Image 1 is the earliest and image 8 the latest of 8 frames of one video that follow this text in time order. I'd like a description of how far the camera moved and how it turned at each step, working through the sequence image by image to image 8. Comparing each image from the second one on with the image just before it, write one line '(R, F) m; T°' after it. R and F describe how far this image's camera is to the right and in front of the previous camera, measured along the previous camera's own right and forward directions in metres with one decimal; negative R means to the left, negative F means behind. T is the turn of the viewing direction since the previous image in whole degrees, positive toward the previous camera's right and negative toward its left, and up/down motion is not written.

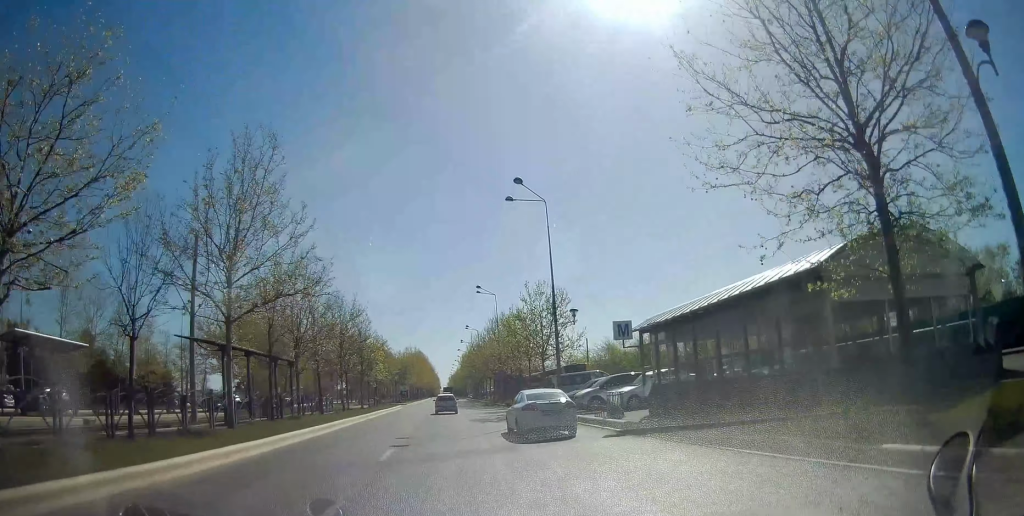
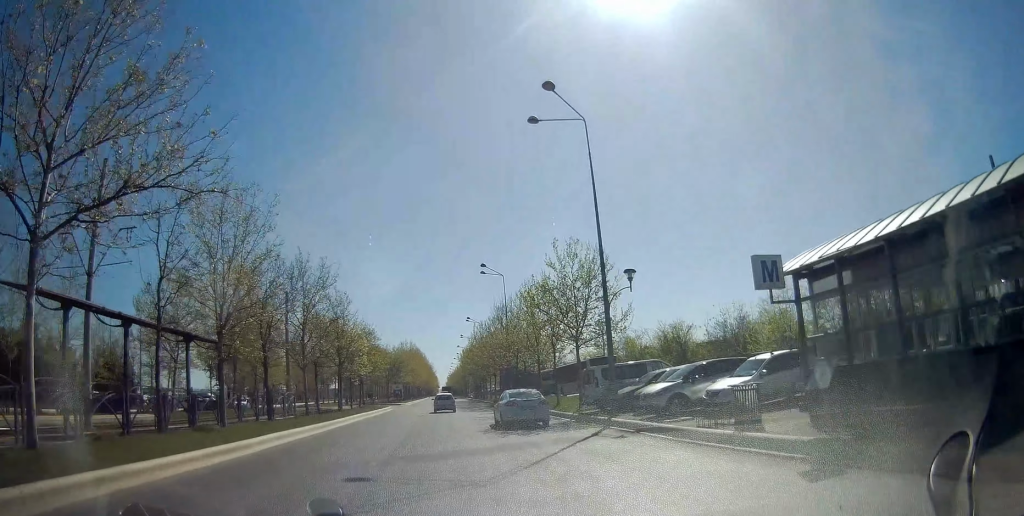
(-0.1, +10.0) m; +1°
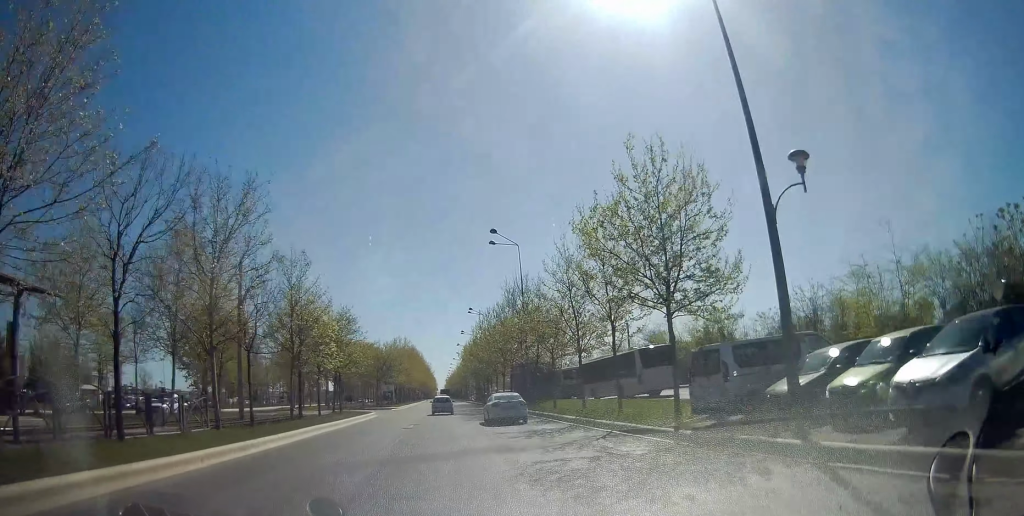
(+0.4, +11.7) m; 0°
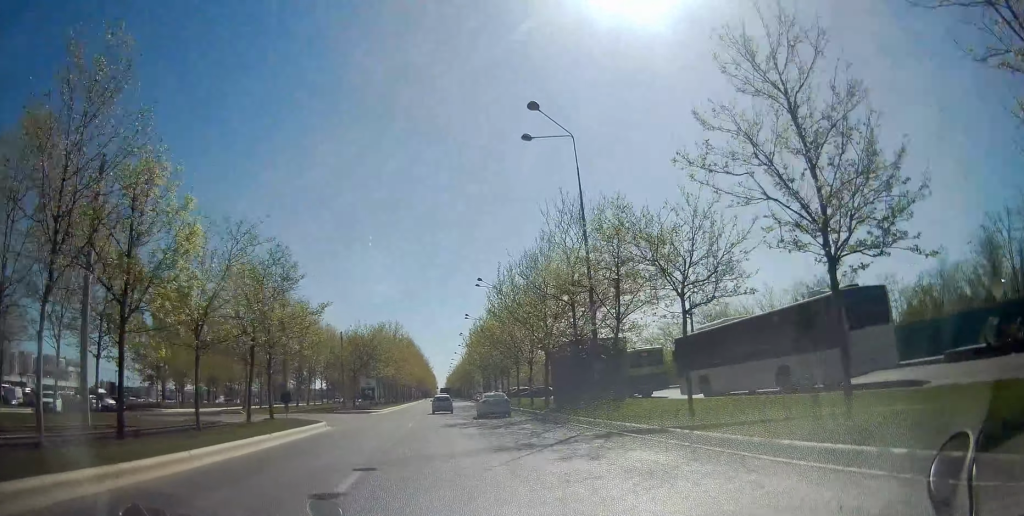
(-0.4, +18.3) m; 0°
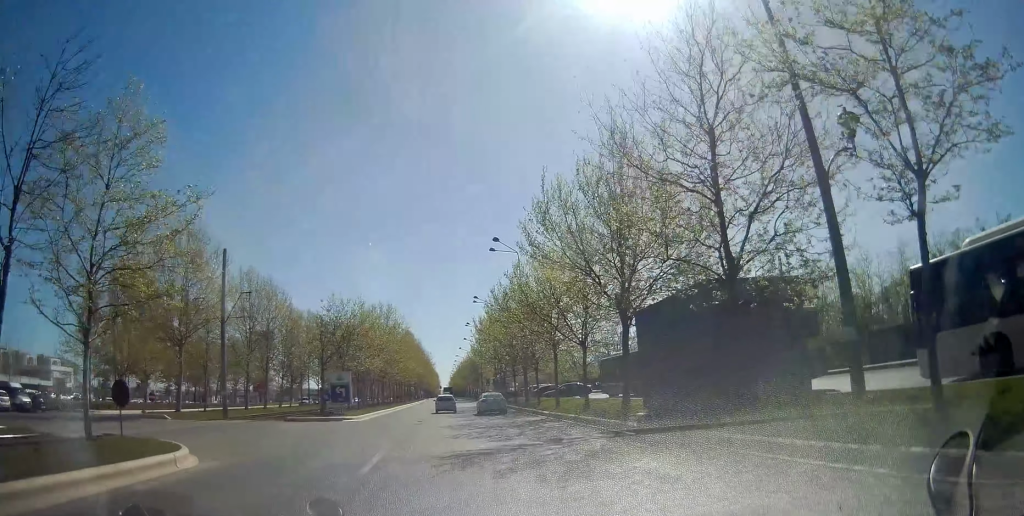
(+0.4, +15.1) m; +1°
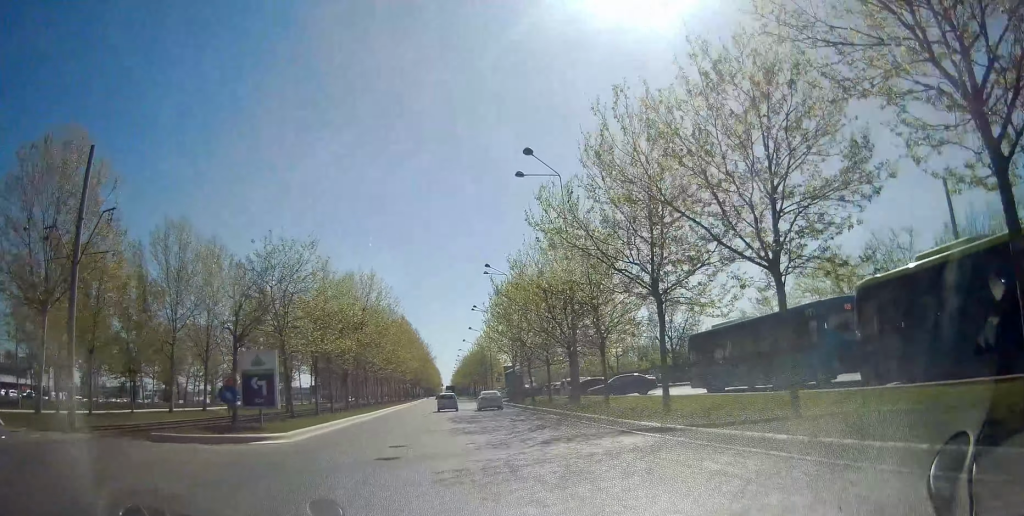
(-0.3, +16.4) m; -2°
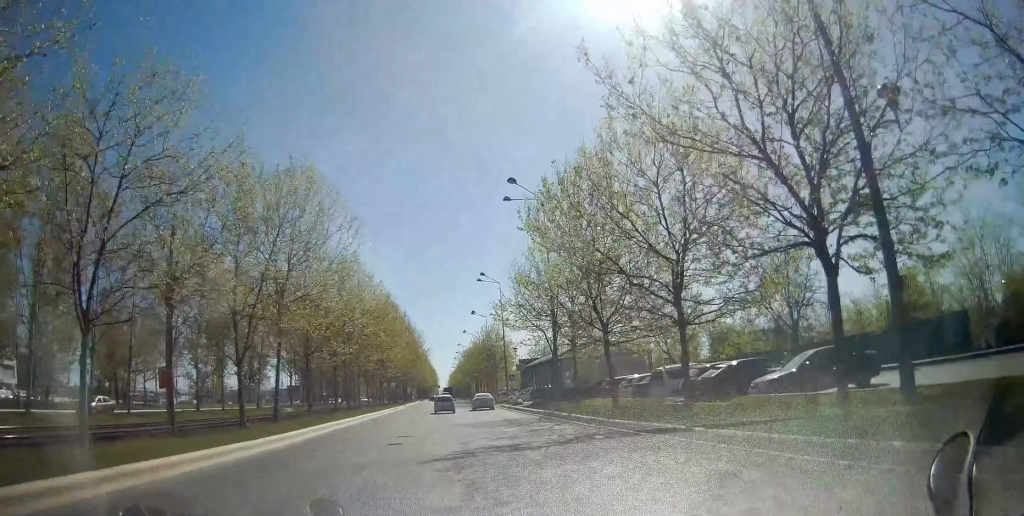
(0.0, +21.4) m; 0°
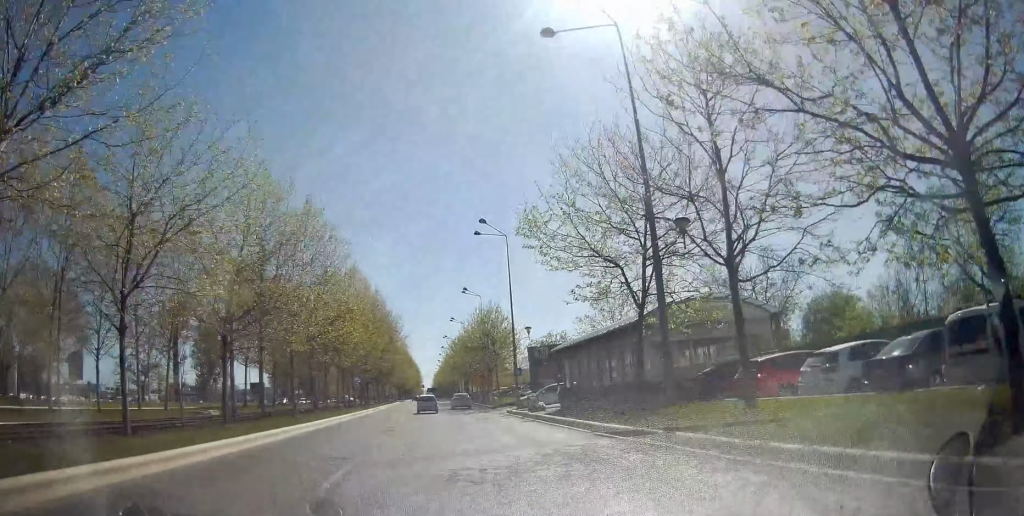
(-0.3, +17.5) m; 0°
